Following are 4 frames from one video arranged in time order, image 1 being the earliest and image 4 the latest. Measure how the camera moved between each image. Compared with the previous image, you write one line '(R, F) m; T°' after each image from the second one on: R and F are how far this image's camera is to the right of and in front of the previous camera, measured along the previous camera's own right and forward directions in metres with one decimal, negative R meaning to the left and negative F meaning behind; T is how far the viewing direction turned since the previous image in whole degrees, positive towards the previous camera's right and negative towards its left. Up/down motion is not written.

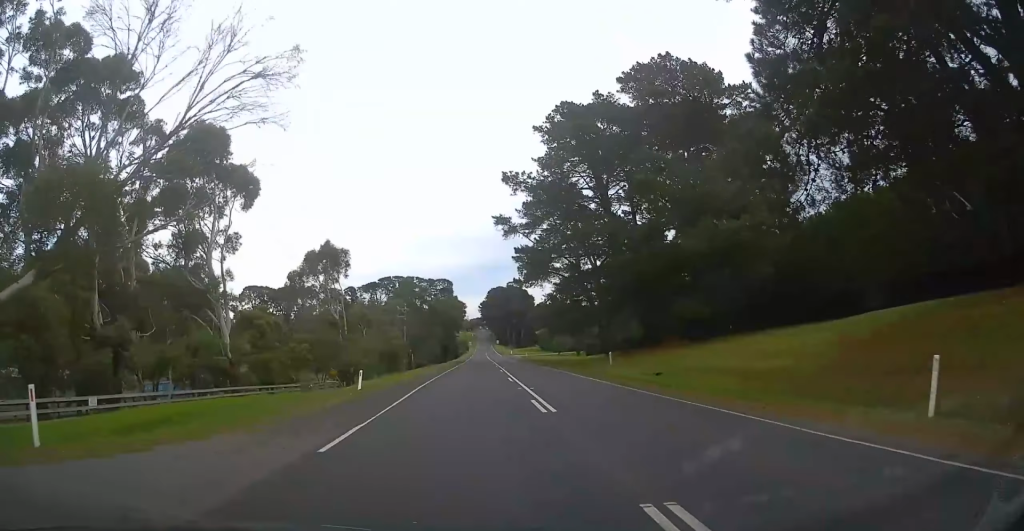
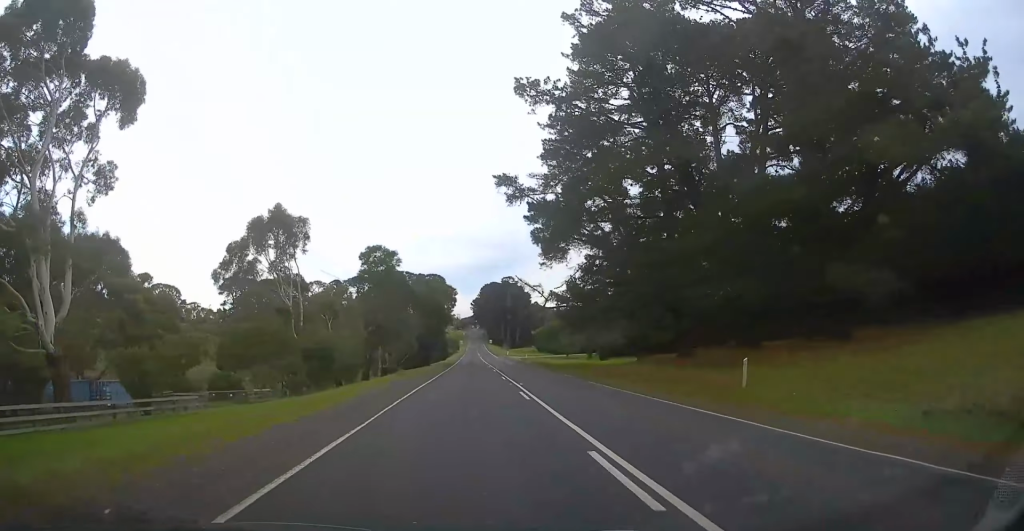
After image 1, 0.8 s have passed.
(+0.2, +20.5) m; +2°
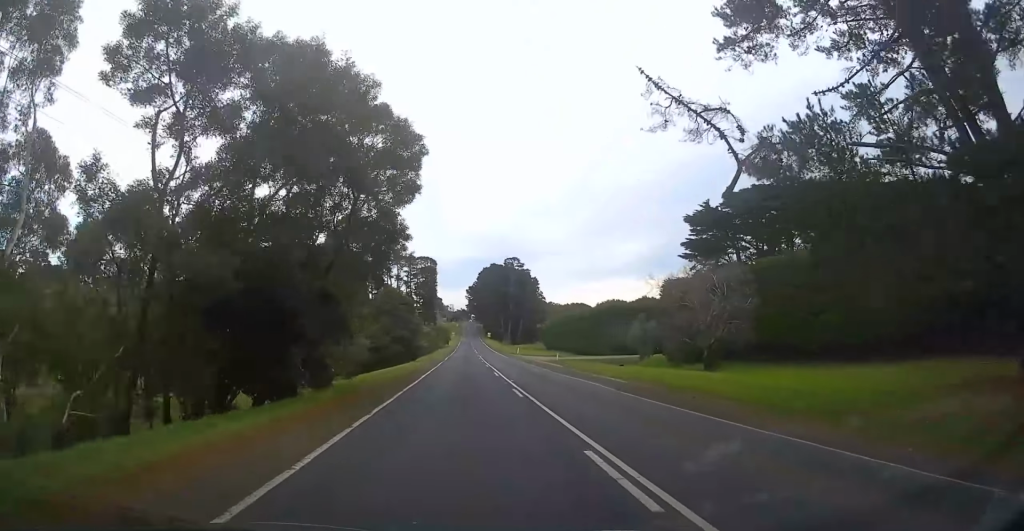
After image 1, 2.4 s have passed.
(-0.1, +46.9) m; -1°
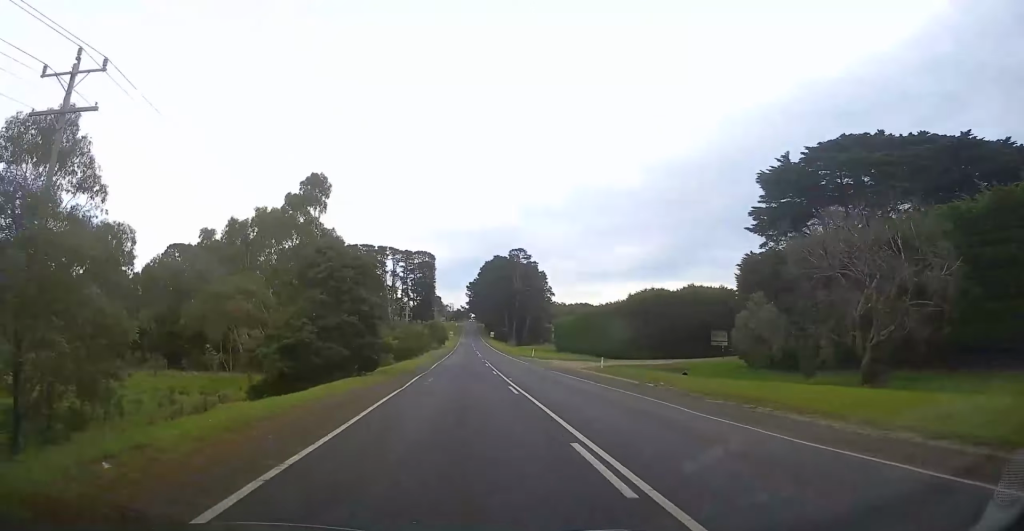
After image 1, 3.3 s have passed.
(-0.1, +23.5) m; 0°
